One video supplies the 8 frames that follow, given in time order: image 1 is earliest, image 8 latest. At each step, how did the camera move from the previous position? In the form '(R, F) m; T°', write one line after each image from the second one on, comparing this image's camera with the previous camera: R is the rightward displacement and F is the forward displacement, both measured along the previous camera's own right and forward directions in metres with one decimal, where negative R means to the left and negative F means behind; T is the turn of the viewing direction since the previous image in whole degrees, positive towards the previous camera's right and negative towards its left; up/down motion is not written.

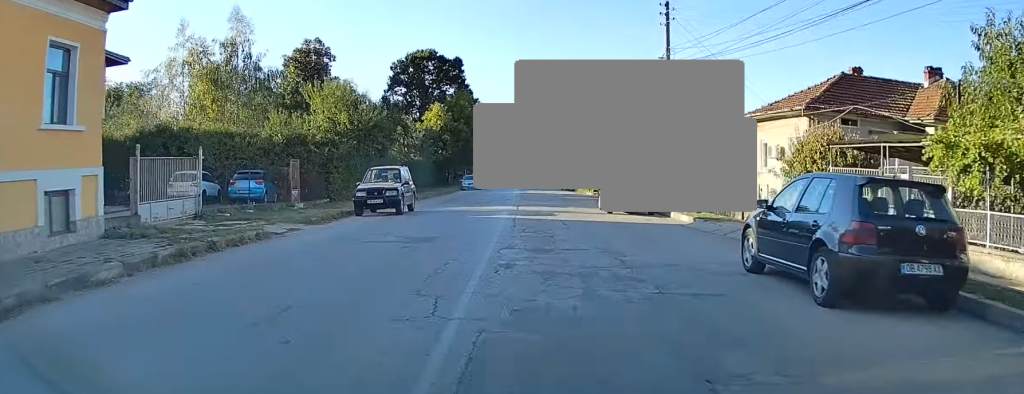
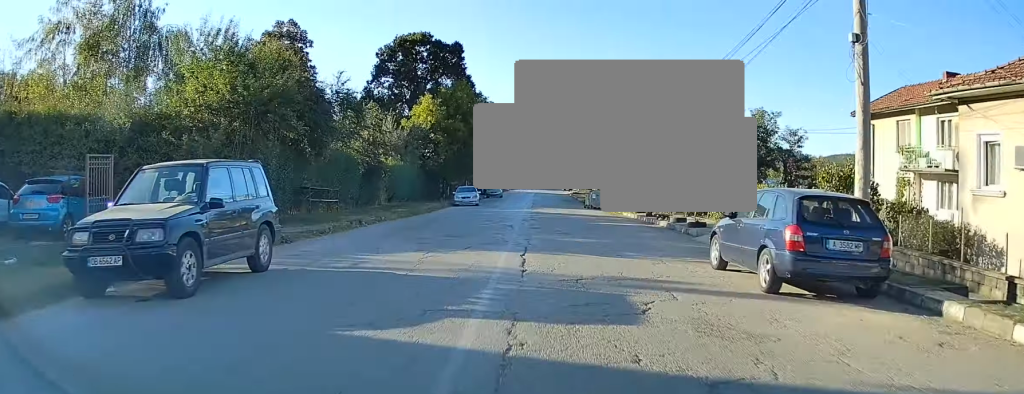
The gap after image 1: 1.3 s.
(-0.1, +15.5) m; 0°
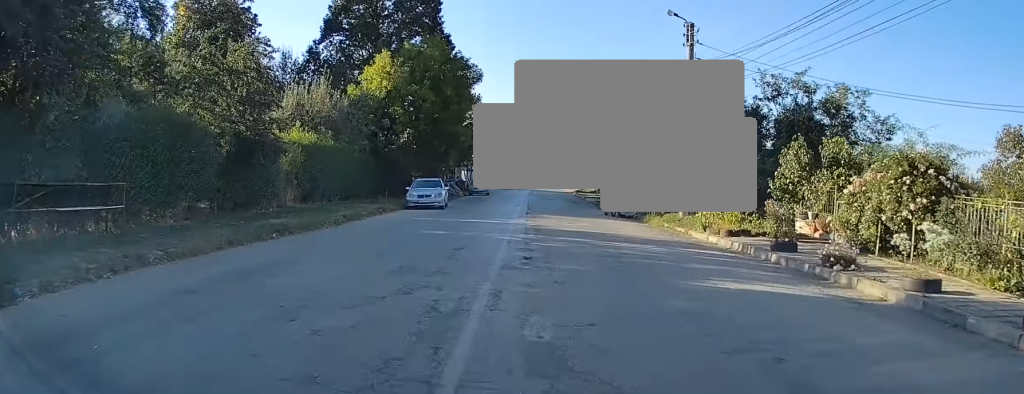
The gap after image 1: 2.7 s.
(+0.2, +17.2) m; +1°
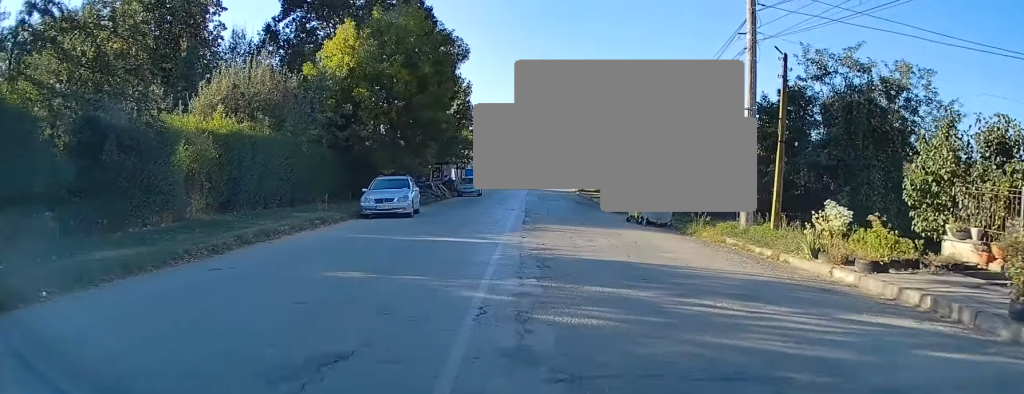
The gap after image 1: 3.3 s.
(-0.1, +8.3) m; -1°
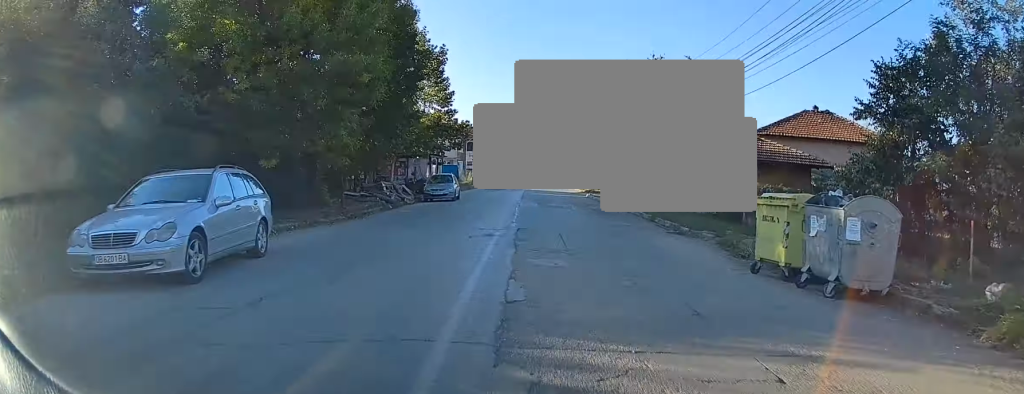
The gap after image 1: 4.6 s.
(-0.2, +15.4) m; 0°
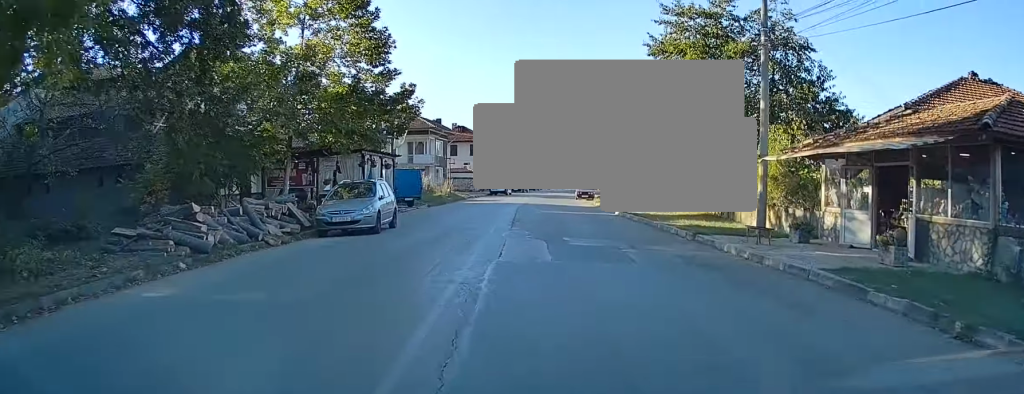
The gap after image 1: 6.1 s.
(+0.5, +19.5) m; +2°
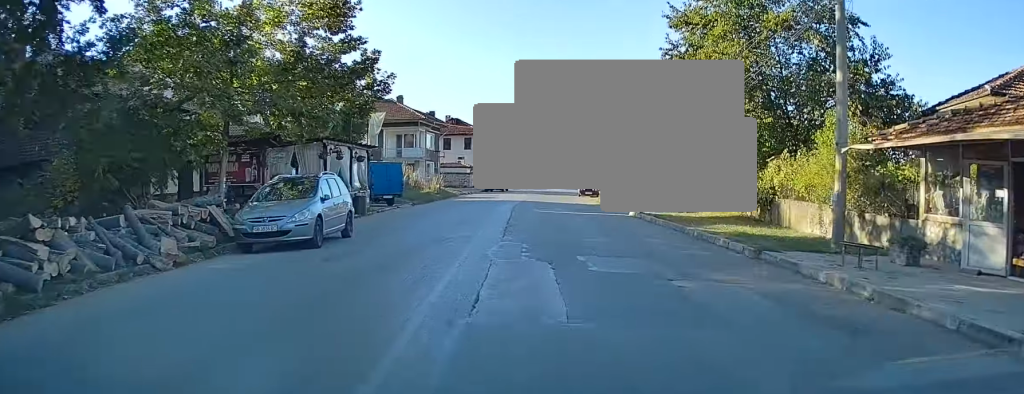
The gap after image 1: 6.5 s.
(+0.1, +5.5) m; 0°
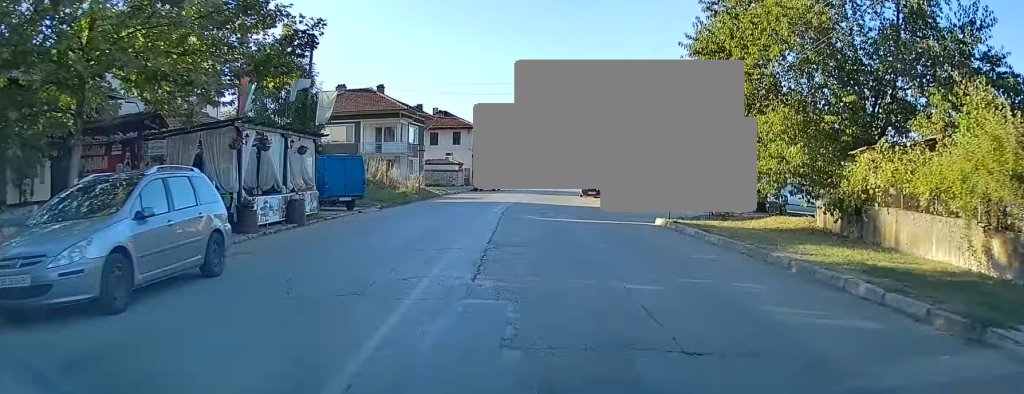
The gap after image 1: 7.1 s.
(-0.2, +7.1) m; 0°
